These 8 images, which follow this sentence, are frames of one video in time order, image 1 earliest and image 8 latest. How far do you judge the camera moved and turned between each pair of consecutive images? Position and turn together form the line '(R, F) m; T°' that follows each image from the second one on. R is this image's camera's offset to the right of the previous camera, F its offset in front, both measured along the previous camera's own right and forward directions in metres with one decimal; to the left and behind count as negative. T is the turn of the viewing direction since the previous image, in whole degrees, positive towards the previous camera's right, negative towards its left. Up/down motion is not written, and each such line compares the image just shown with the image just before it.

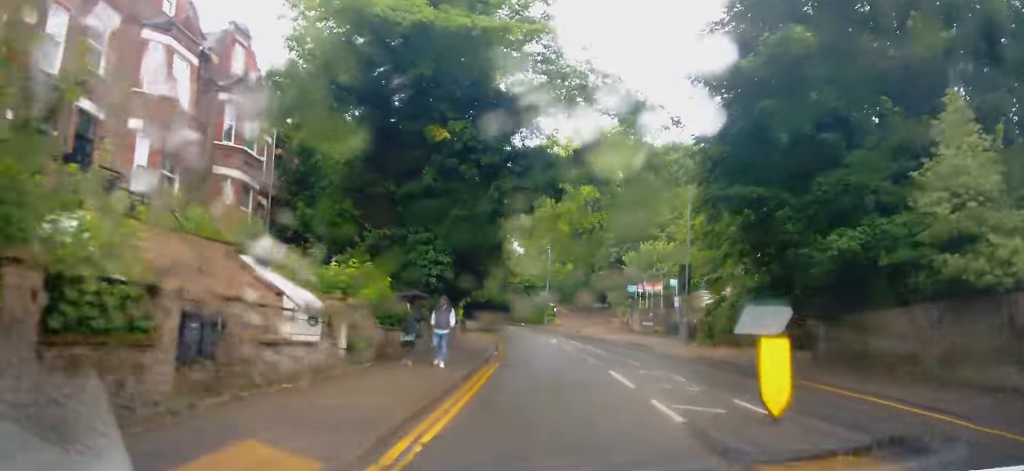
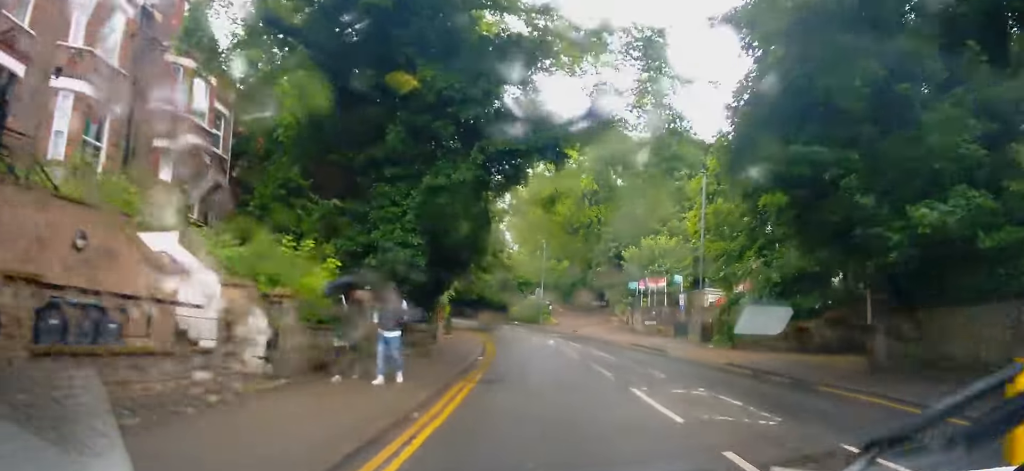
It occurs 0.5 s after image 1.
(-0.1, +3.4) m; -1°
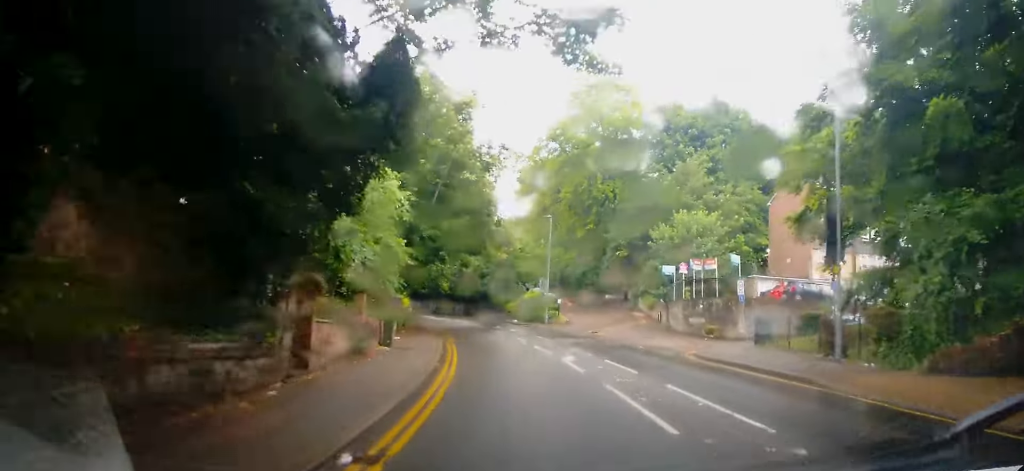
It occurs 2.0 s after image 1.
(+0.1, +13.1) m; -1°
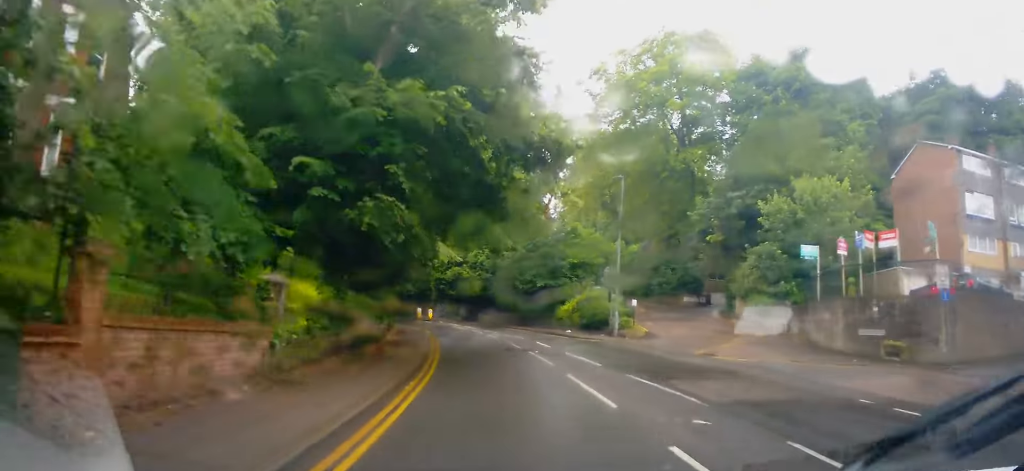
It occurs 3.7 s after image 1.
(-1.0, +14.6) m; -9°
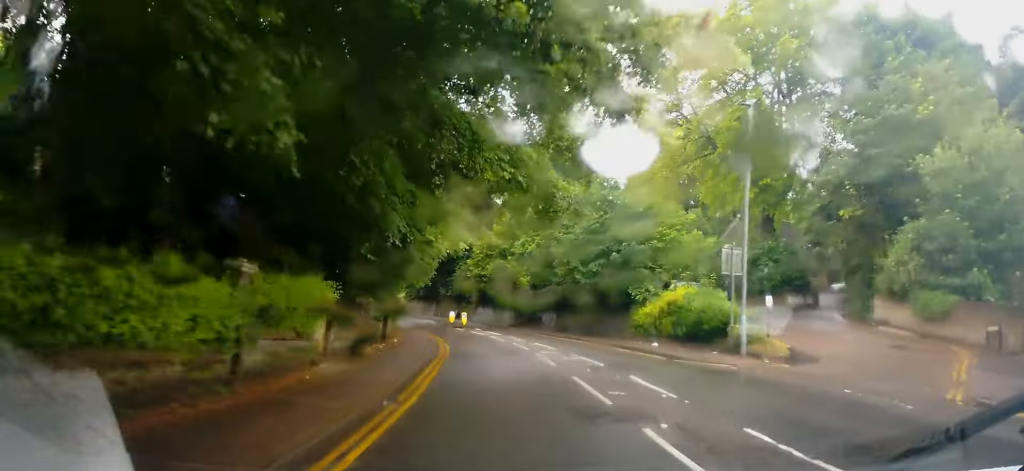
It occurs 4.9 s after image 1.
(-0.2, +11.3) m; -1°
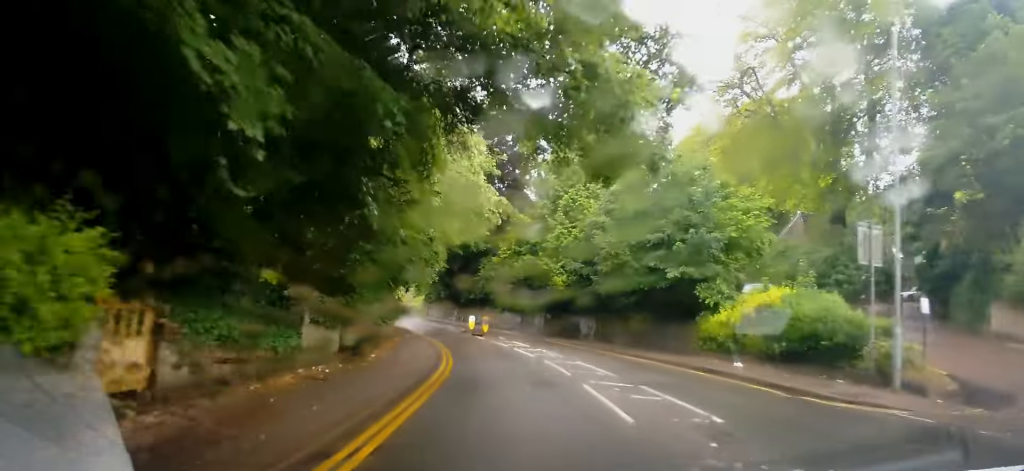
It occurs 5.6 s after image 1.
(0.0, +6.6) m; 0°
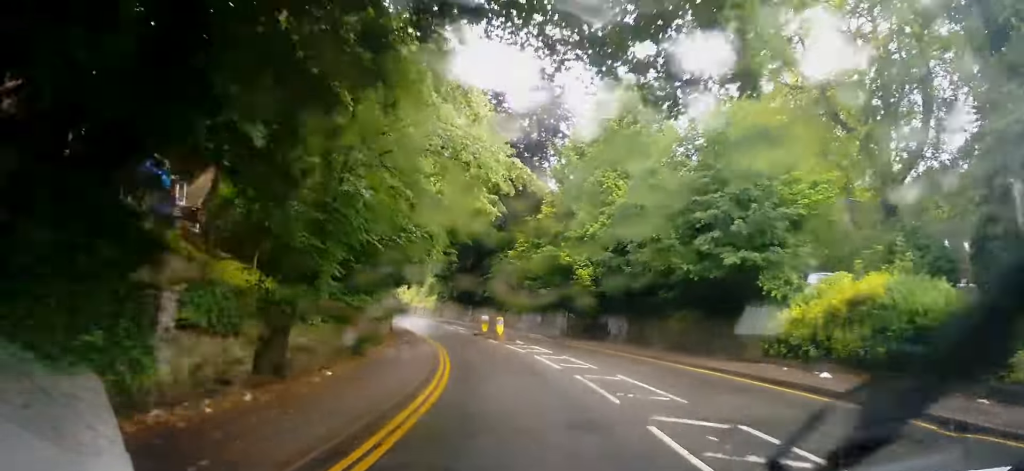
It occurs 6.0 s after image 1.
(0.0, +4.6) m; -1°
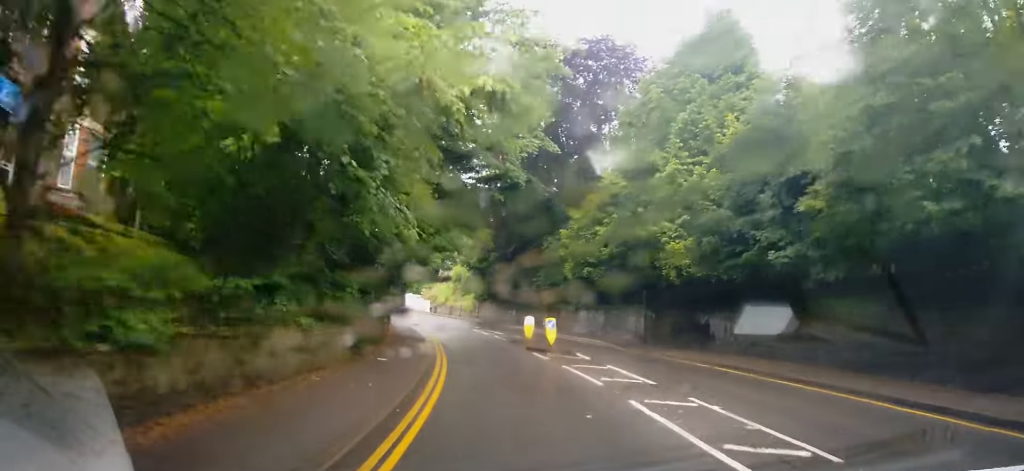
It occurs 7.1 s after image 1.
(-0.3, +10.2) m; -5°
